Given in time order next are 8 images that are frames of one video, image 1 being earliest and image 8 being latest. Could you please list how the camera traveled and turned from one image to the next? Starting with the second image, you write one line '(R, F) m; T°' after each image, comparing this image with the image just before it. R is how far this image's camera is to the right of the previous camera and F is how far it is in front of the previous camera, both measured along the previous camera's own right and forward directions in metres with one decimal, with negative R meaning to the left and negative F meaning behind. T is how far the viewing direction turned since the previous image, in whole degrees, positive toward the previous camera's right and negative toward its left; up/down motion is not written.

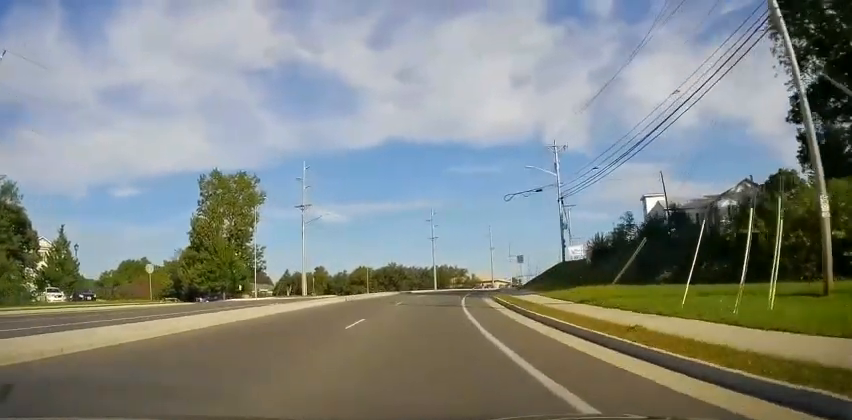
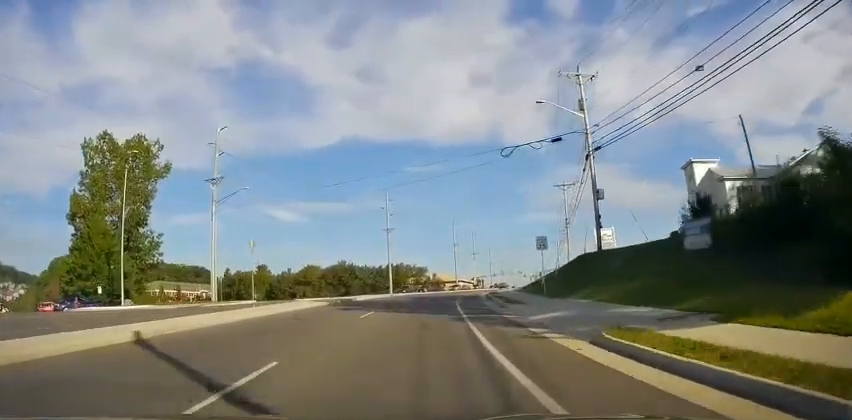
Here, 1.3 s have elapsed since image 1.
(+0.9, +20.8) m; +7°
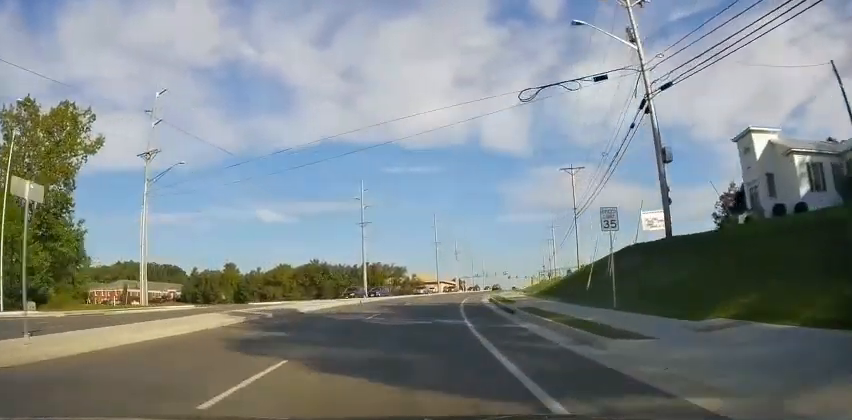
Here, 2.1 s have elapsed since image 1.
(+0.5, +11.8) m; +4°
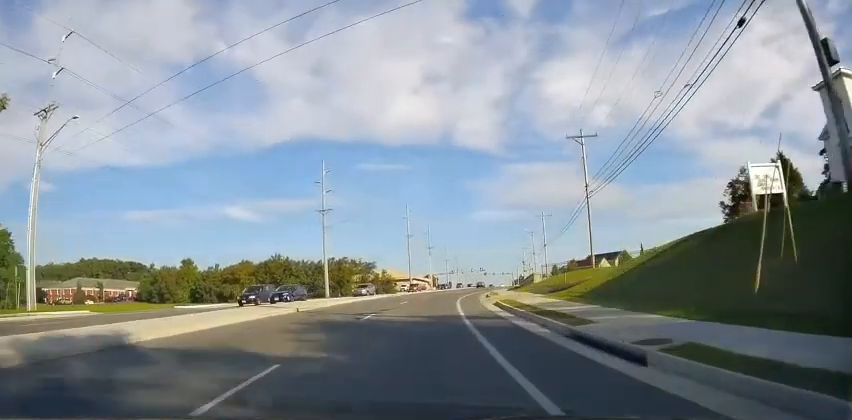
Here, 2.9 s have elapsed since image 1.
(+0.3, +12.4) m; +2°
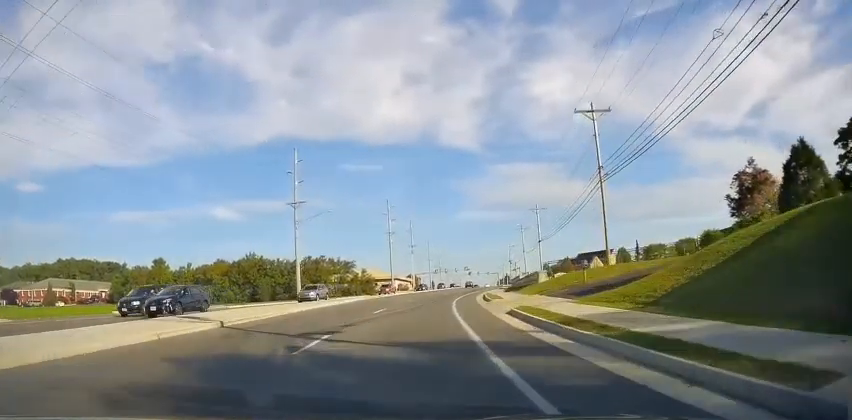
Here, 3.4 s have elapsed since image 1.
(+0.1, +7.4) m; +1°
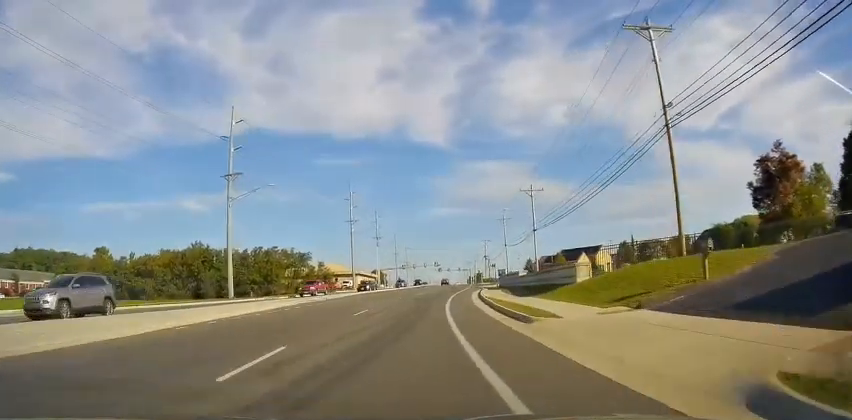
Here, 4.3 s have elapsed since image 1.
(+0.4, +14.8) m; +3°
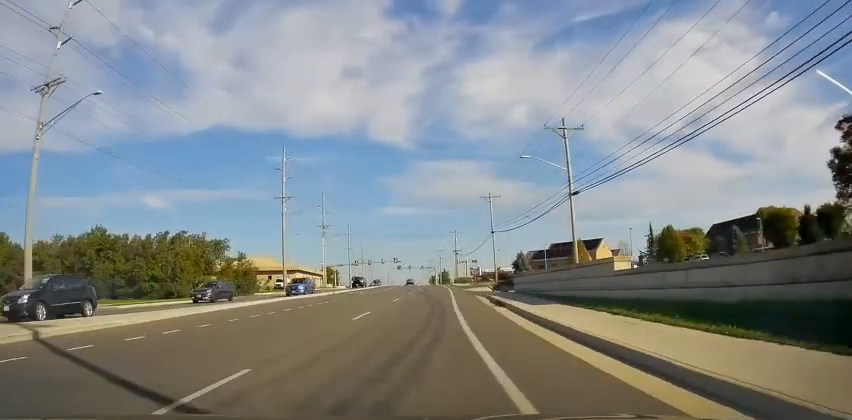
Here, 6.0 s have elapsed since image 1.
(+1.3, +26.5) m; +6°
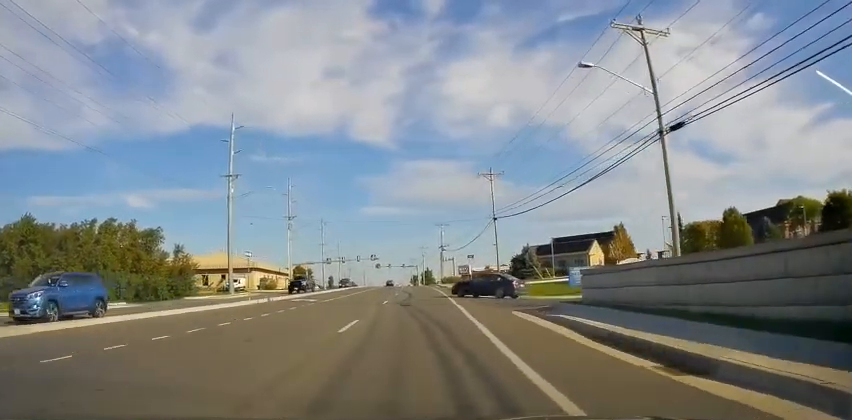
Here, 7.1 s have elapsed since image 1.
(+0.5, +16.0) m; +3°
